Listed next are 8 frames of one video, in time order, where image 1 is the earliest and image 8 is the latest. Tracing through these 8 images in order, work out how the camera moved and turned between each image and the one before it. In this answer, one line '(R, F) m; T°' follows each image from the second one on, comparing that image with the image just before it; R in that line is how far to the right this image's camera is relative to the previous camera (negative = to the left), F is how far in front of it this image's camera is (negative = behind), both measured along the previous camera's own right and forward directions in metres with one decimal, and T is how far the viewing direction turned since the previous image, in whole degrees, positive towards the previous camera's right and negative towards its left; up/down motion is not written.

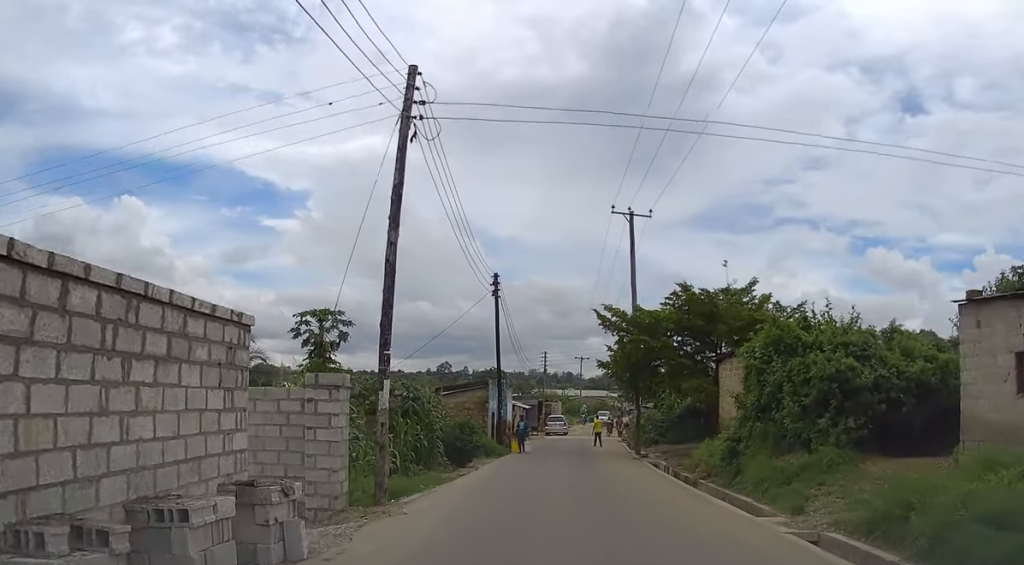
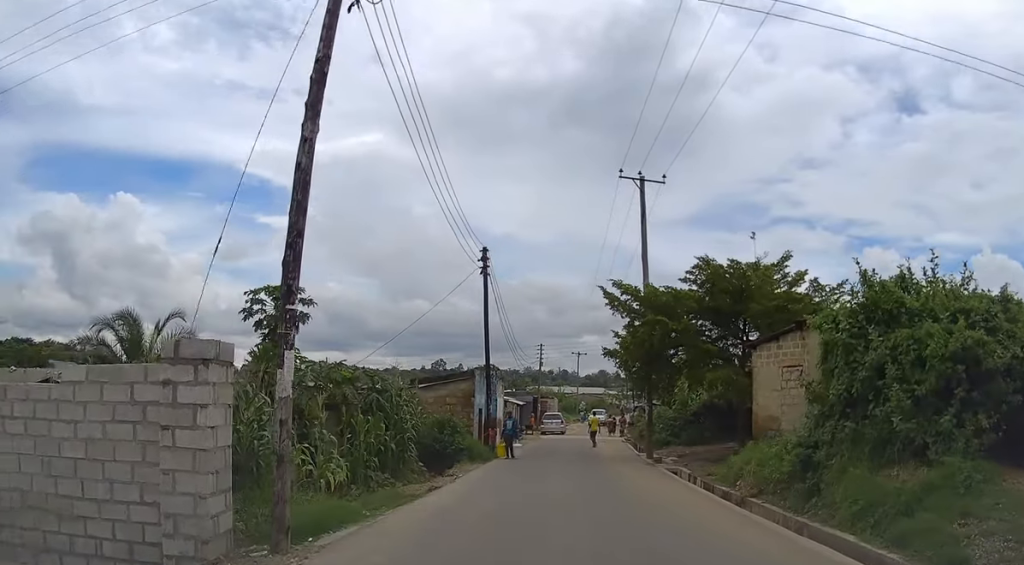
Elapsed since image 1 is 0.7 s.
(0.0, +4.5) m; +1°
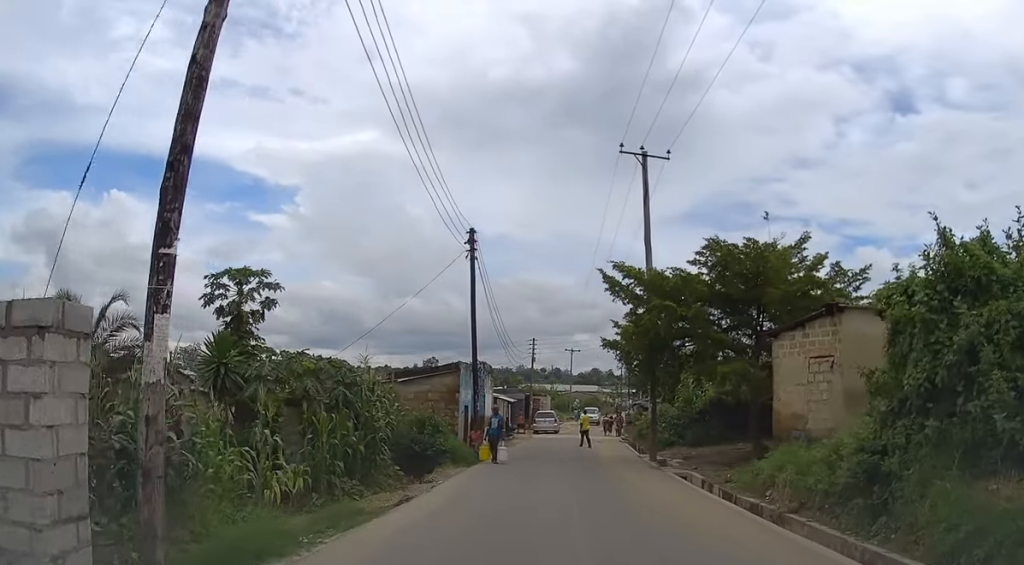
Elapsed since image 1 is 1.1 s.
(0.0, +2.5) m; +1°
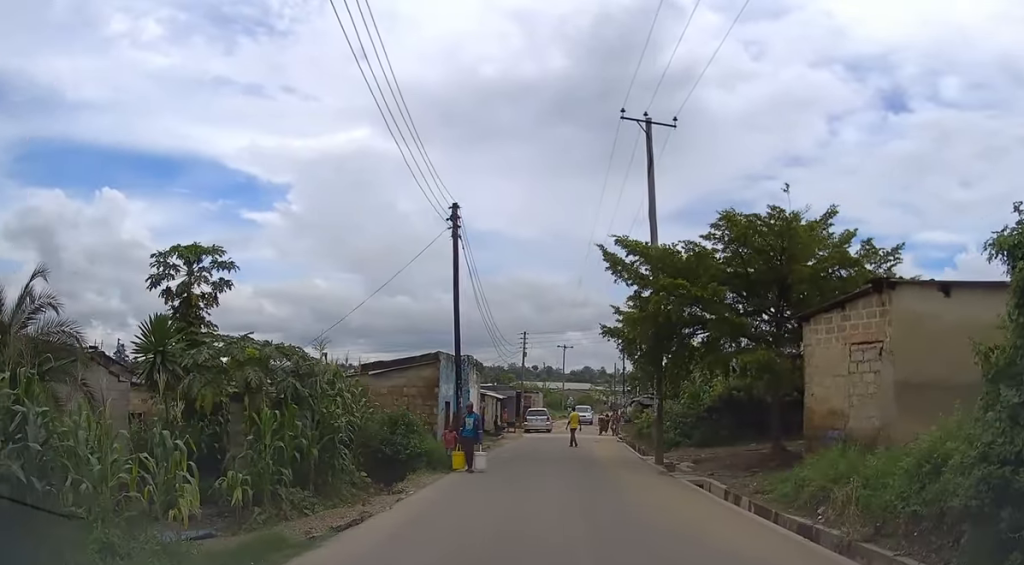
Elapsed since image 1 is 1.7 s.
(0.0, +3.1) m; +1°
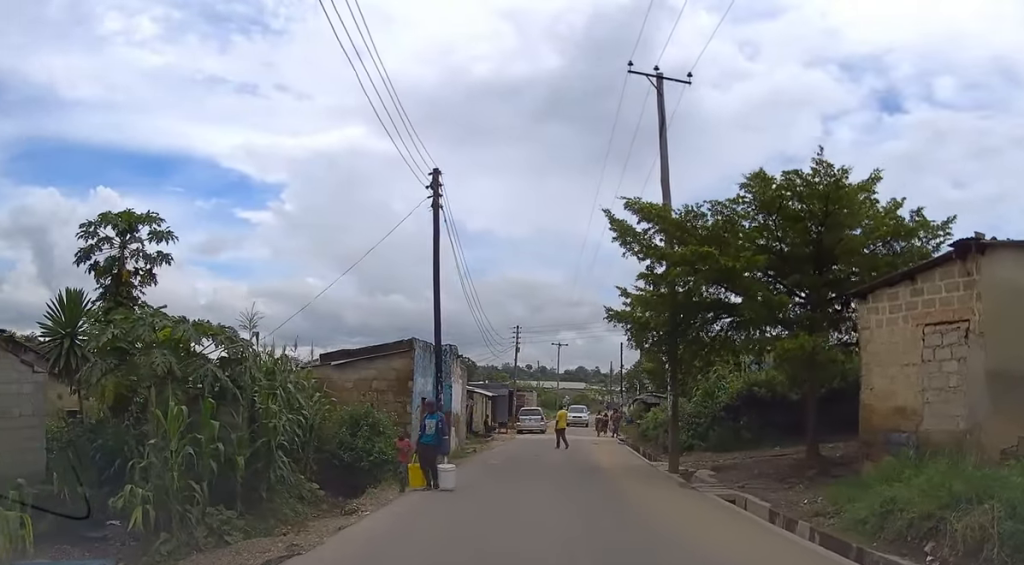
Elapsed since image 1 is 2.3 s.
(+0.1, +3.3) m; 0°
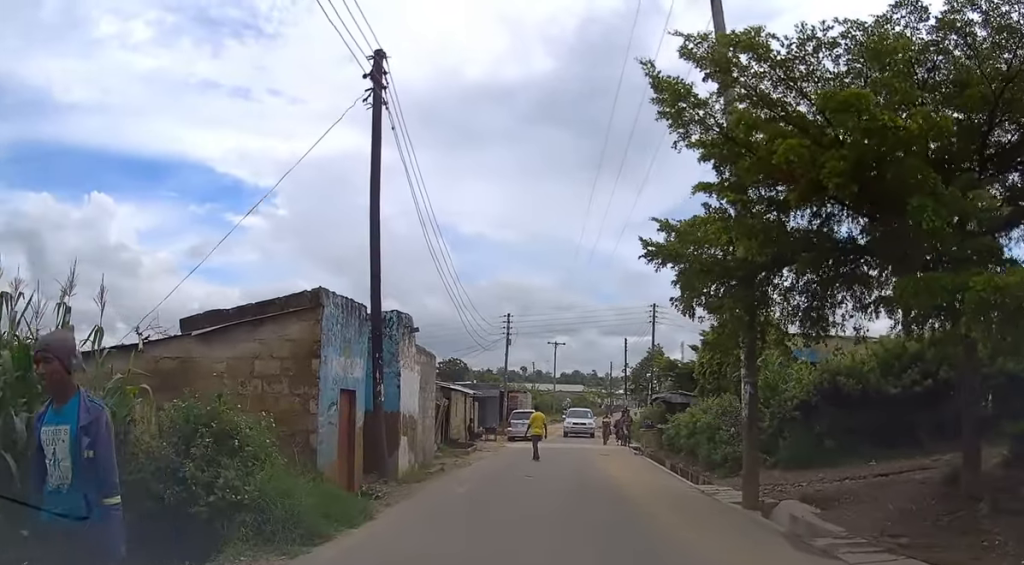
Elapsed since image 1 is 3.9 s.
(-0.1, +7.2) m; -1°
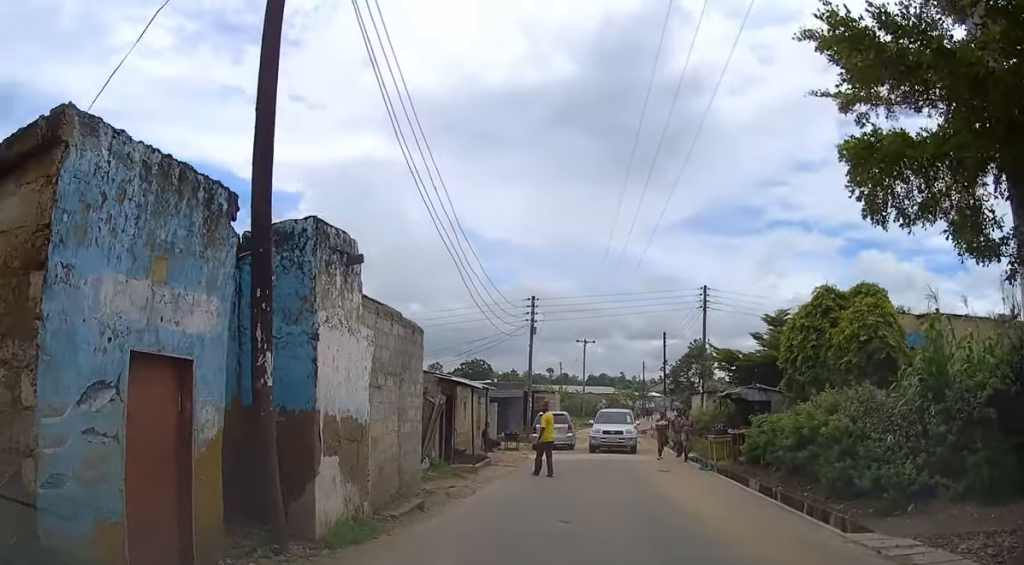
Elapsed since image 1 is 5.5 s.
(0.0, +6.5) m; 0°
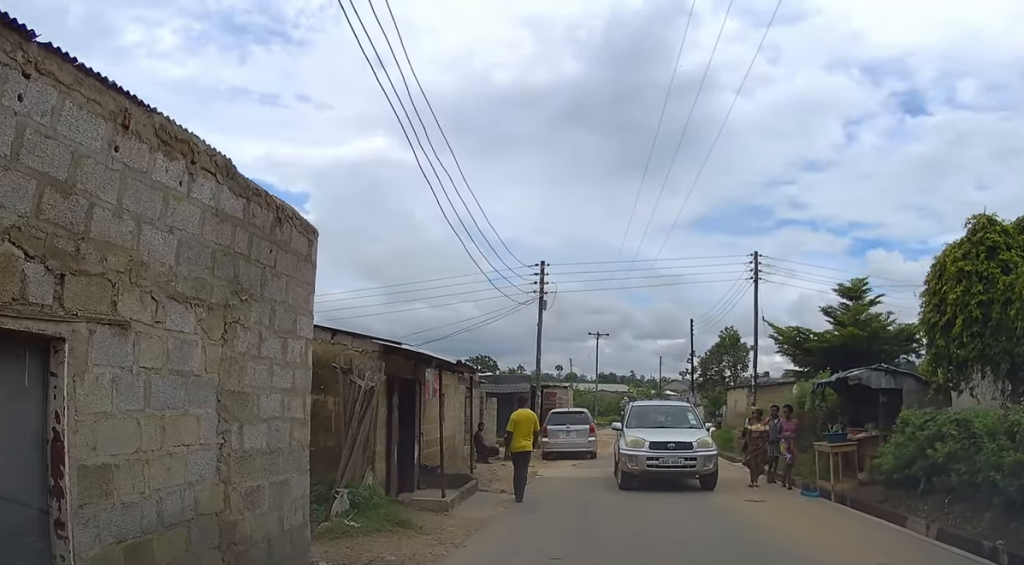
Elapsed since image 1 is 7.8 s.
(-0.1, +7.5) m; -2°
